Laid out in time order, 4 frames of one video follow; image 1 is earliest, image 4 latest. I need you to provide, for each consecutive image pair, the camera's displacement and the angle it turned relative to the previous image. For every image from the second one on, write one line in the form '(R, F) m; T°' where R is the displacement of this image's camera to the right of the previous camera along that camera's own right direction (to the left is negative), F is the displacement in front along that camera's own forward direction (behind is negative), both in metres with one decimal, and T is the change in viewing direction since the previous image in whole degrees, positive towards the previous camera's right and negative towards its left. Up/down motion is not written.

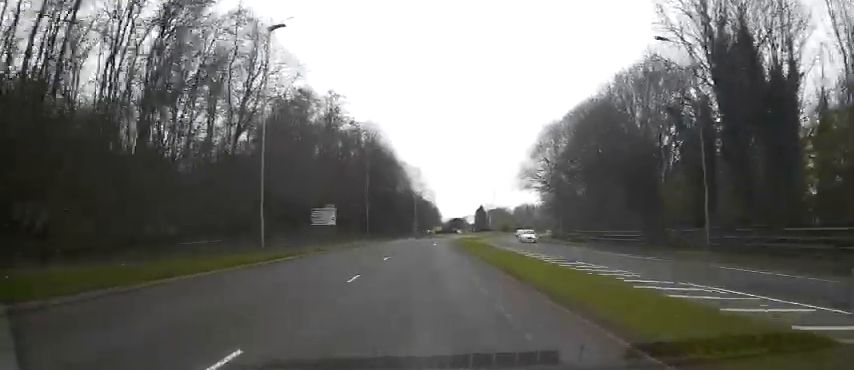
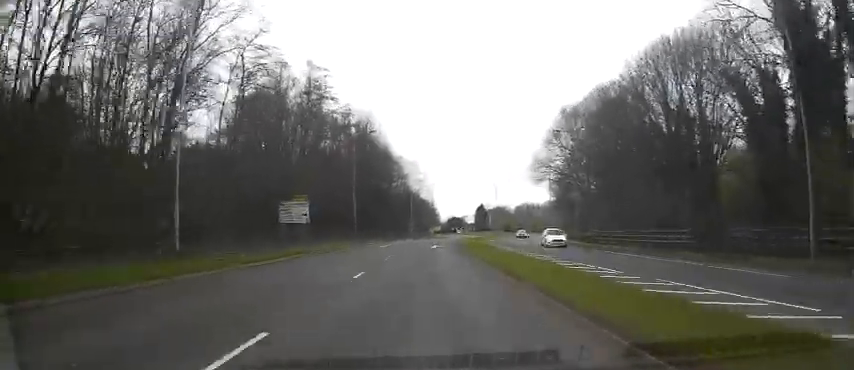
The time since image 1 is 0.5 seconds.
(+0.1, +8.0) m; +1°
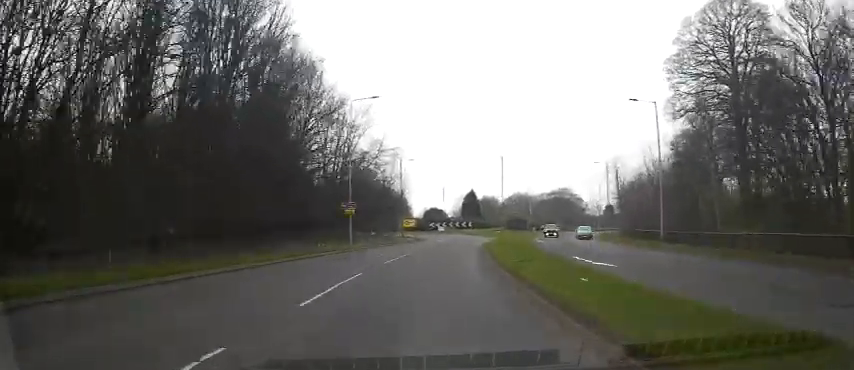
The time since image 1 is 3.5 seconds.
(0.0, +45.9) m; +3°
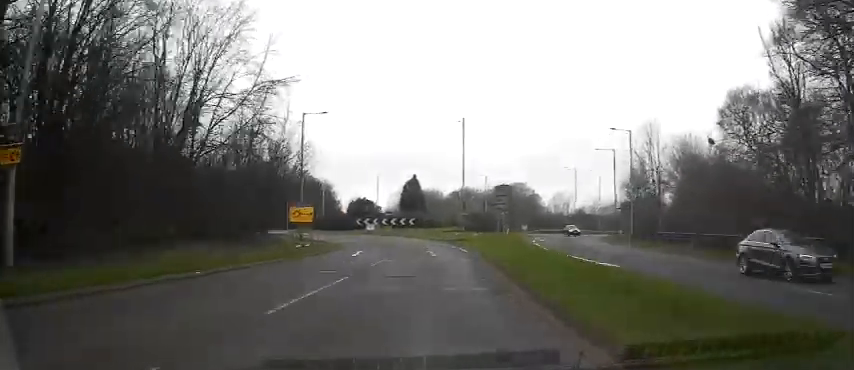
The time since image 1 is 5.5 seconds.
(+1.4, +28.0) m; +5°
